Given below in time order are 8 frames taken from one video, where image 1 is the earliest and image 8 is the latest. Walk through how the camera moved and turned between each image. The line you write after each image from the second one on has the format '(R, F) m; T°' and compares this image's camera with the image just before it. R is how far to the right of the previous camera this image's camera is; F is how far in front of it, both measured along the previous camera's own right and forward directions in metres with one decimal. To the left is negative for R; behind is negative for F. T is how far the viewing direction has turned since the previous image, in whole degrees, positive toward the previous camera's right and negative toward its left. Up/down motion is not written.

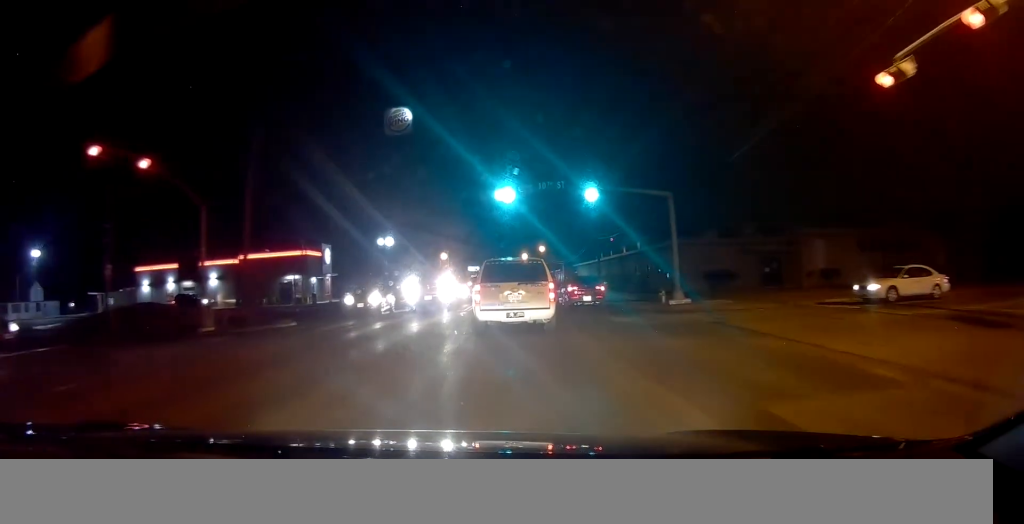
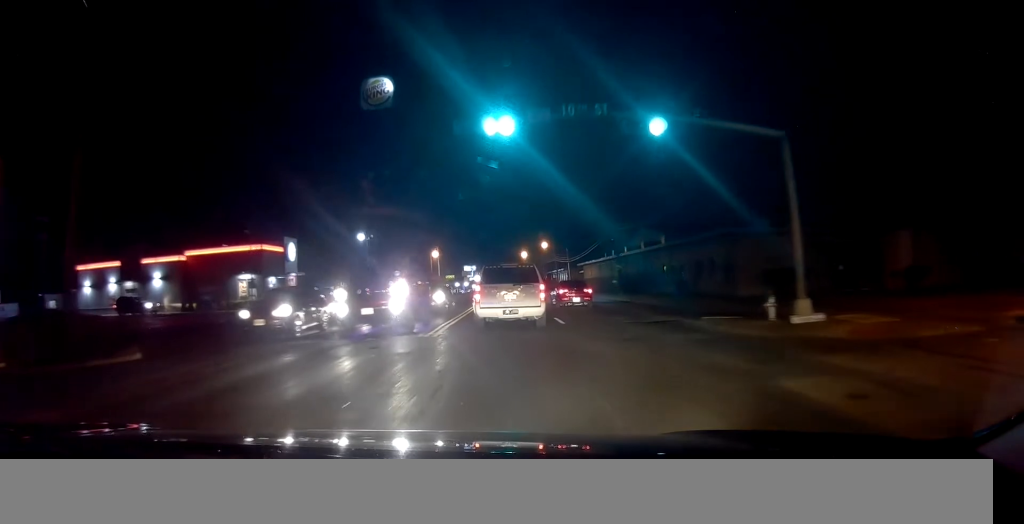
(-0.2, +9.0) m; +1°
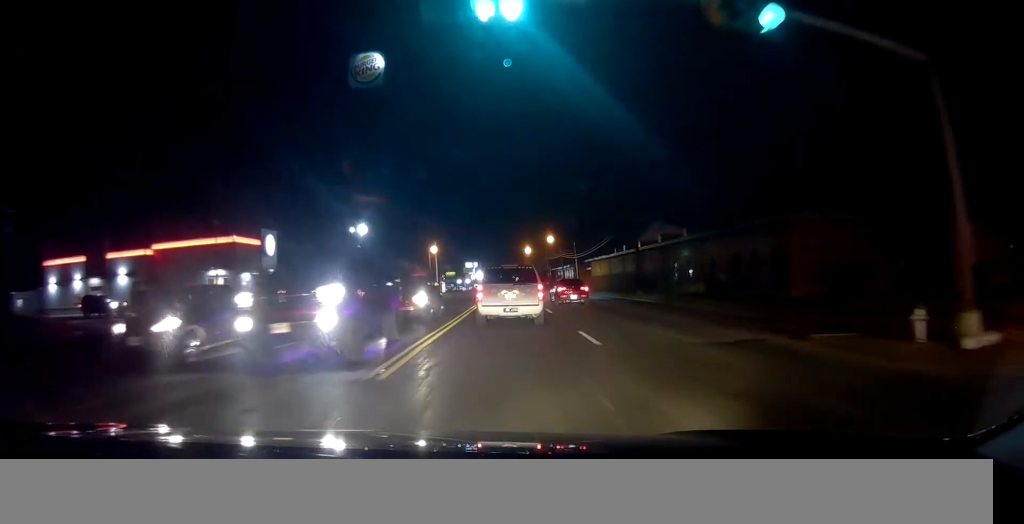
(+0.1, +5.5) m; +1°
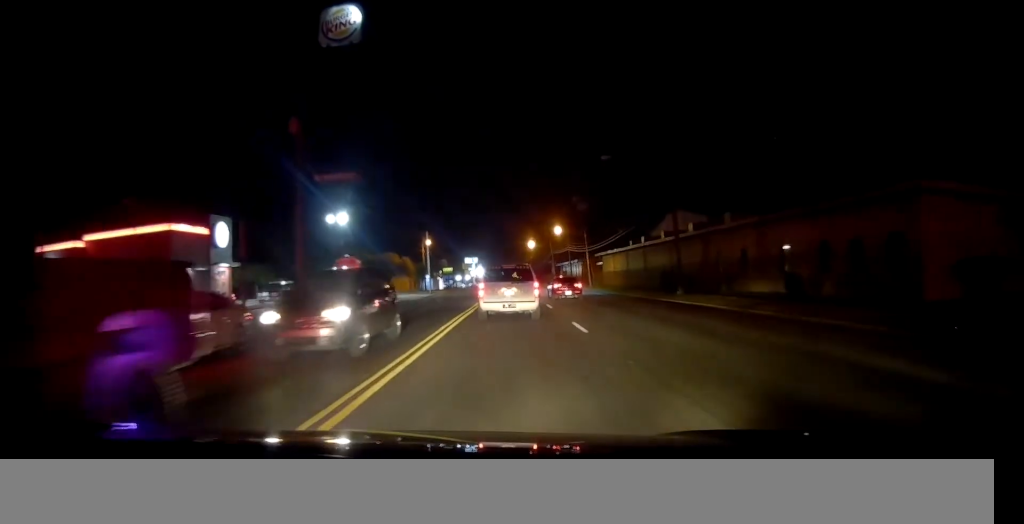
(+0.2, +9.1) m; 0°
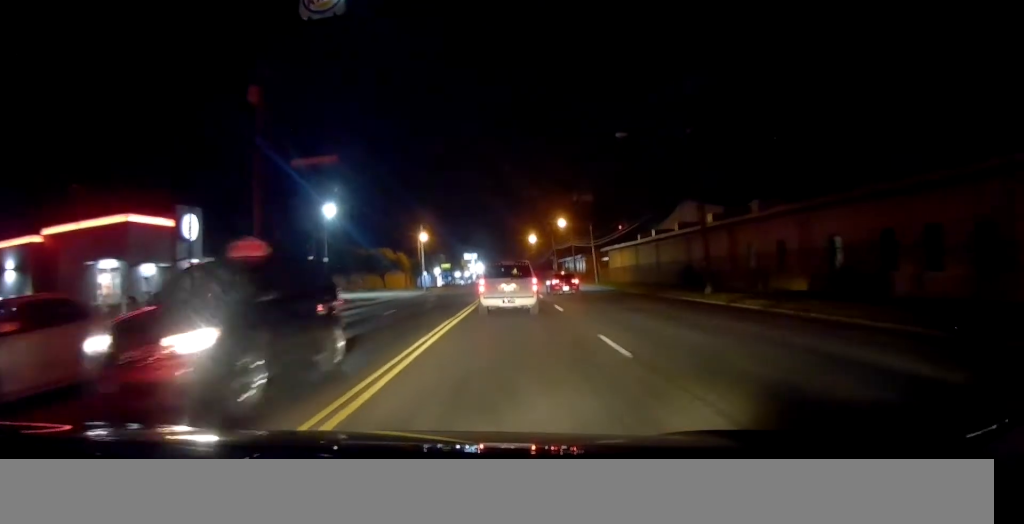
(+0.1, +4.4) m; -2°
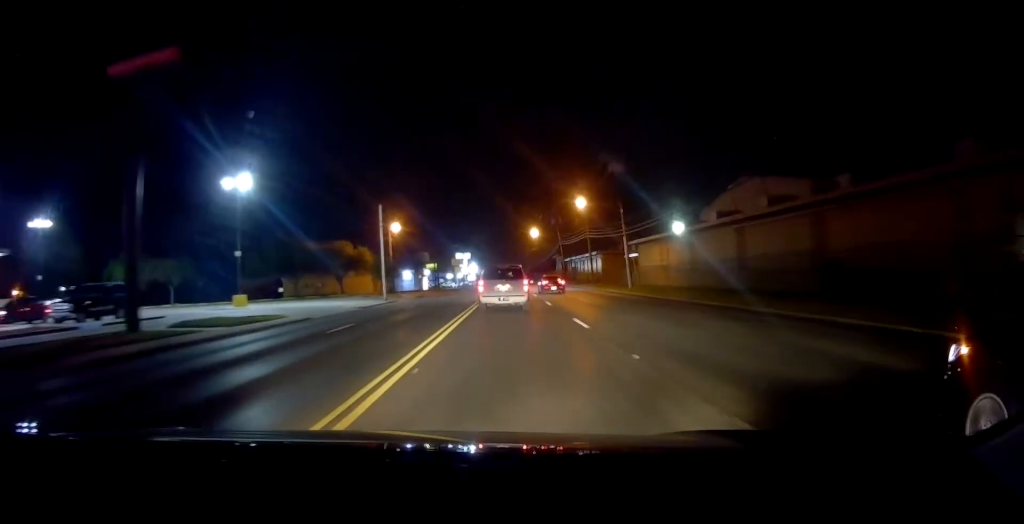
(-0.8, +18.0) m; -1°
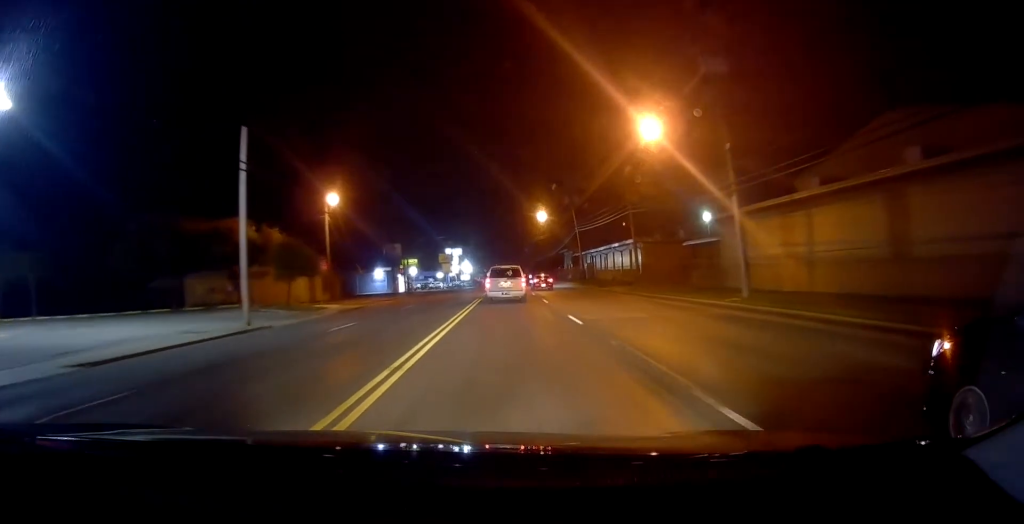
(+0.7, +22.2) m; +4°
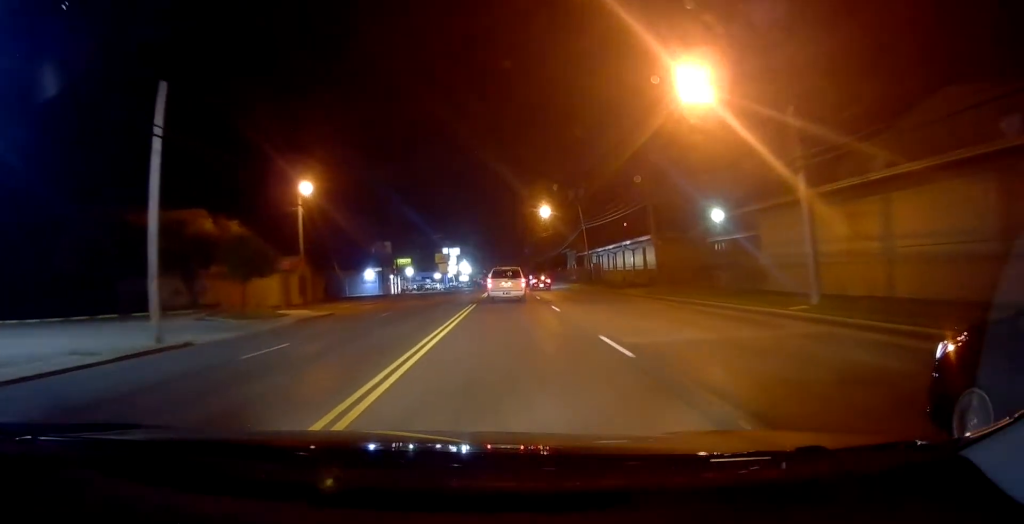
(+0.4, +5.9) m; 0°
